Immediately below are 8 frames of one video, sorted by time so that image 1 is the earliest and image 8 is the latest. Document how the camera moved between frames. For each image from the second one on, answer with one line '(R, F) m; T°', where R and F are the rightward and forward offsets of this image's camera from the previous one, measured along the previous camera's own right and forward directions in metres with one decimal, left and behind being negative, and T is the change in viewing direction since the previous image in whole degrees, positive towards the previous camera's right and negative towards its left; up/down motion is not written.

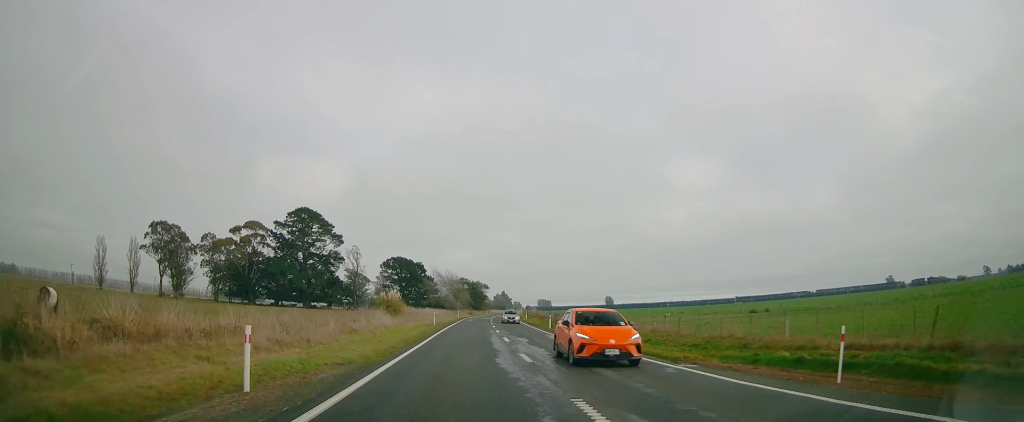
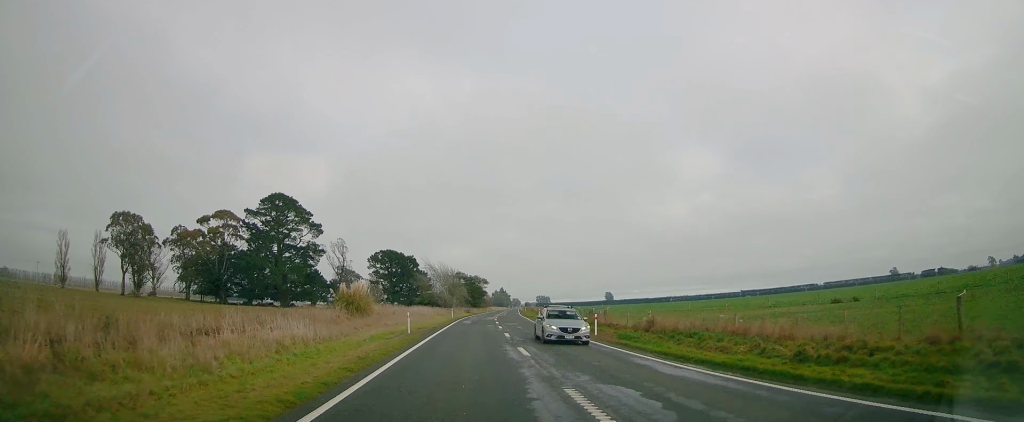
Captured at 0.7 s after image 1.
(0.0, +19.1) m; +1°
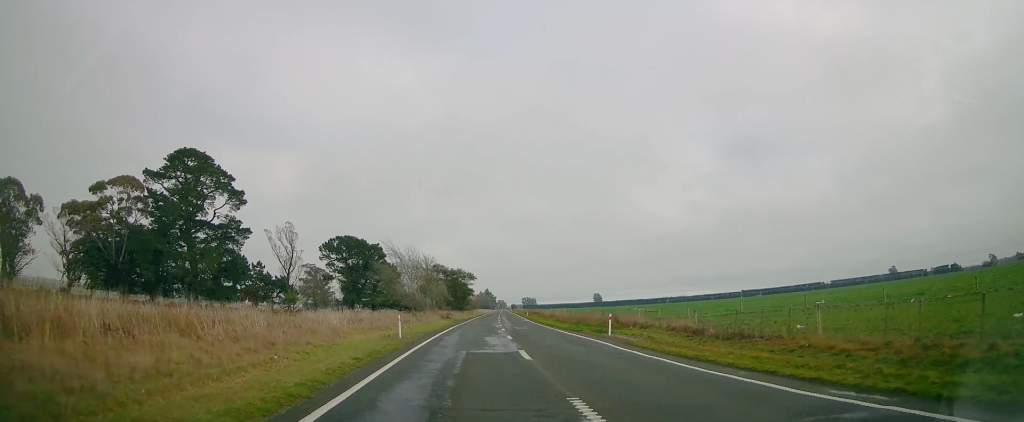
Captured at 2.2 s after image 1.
(+0.2, +40.3) m; +1°
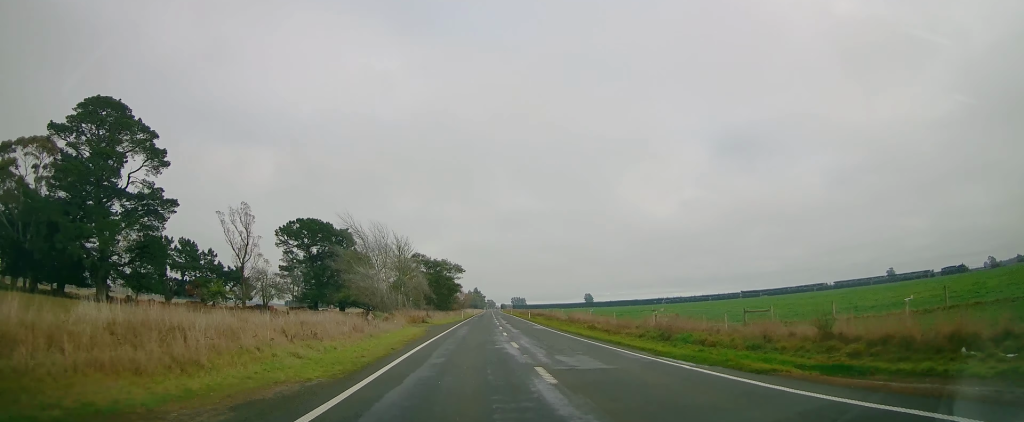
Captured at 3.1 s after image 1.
(+0.1, +24.0) m; +1°
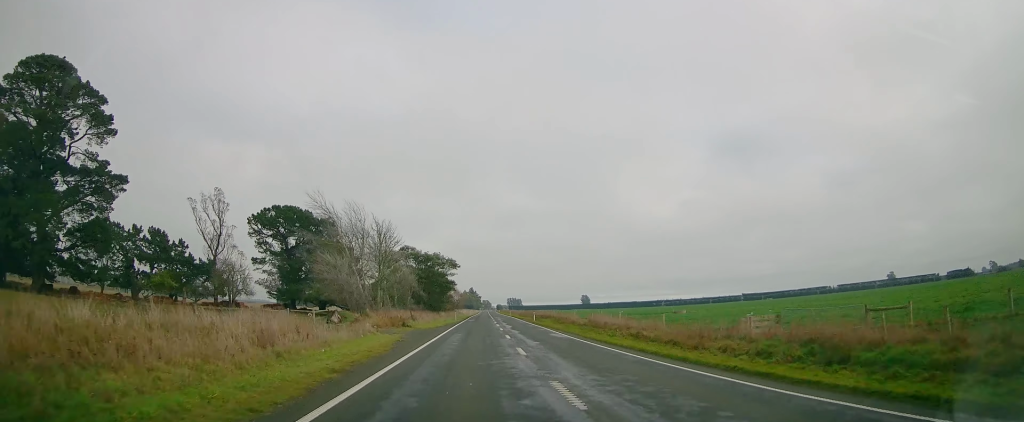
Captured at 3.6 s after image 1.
(+0.3, +12.4) m; +1°
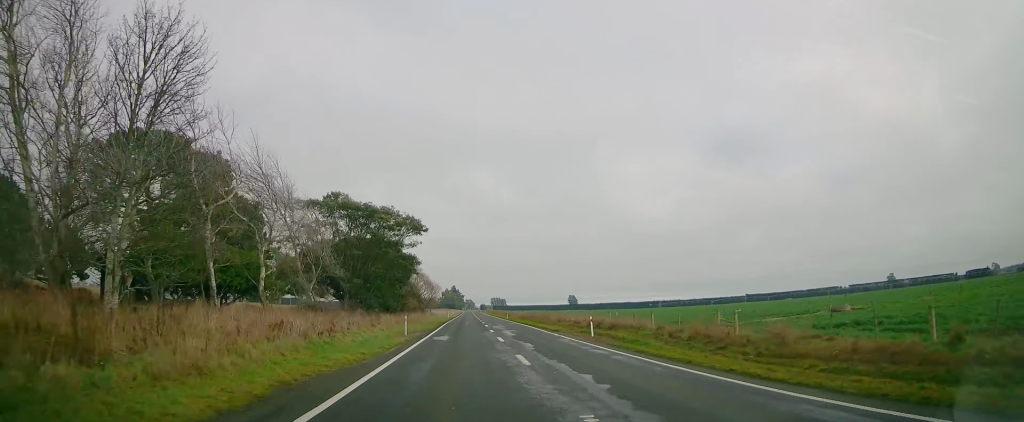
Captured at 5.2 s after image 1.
(+0.6, +42.8) m; +2°
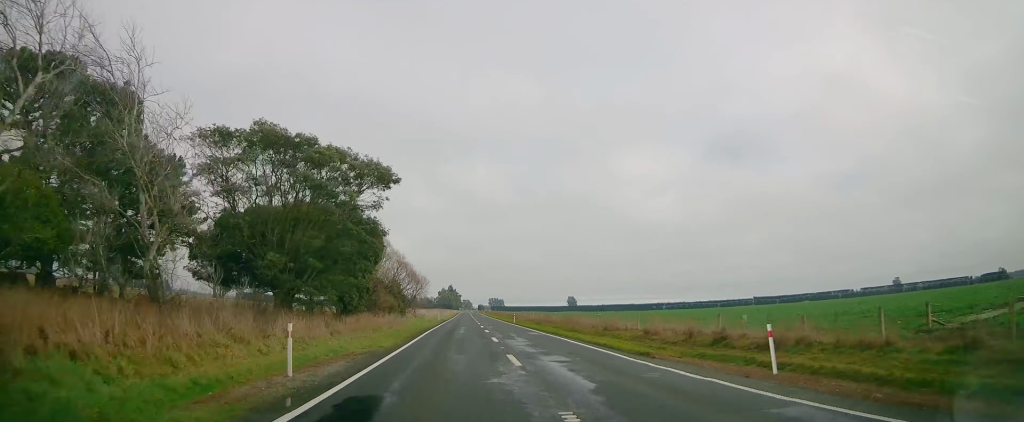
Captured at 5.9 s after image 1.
(+0.2, +19.8) m; +1°
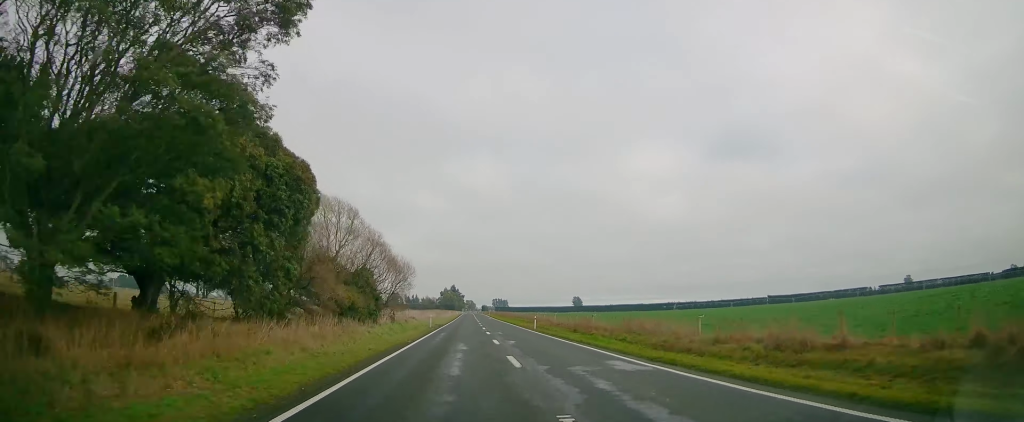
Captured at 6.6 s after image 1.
(0.0, +20.0) m; 0°
